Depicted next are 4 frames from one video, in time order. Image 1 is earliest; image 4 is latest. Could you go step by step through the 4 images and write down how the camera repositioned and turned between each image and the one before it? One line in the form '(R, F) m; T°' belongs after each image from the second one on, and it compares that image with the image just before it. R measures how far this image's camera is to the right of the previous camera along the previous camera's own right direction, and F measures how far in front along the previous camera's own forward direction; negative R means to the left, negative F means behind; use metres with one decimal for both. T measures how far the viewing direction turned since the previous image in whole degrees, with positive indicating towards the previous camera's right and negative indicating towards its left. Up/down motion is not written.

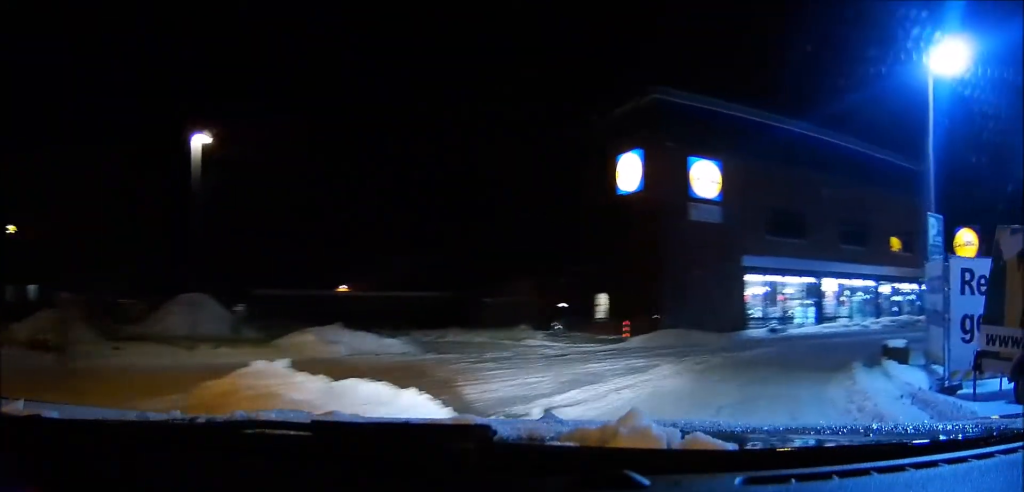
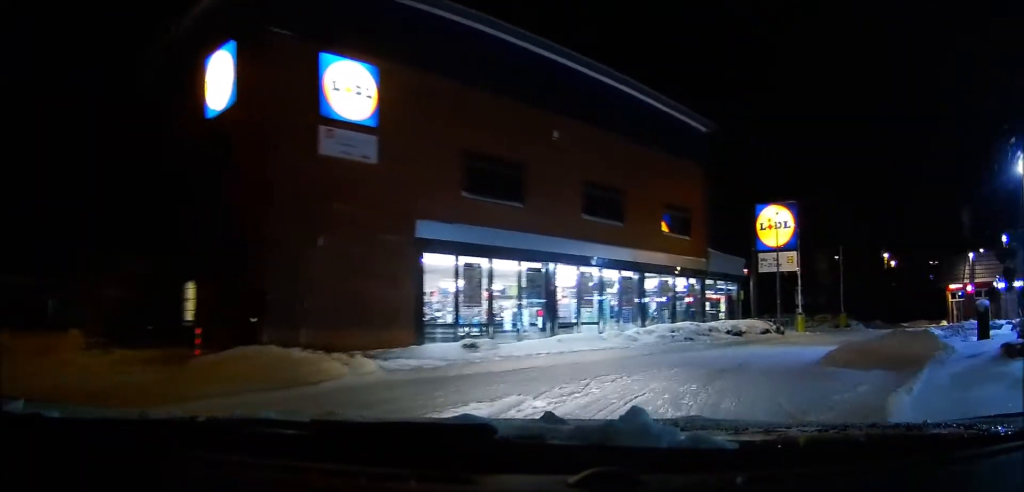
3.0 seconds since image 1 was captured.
(+3.7, +11.1) m; +34°
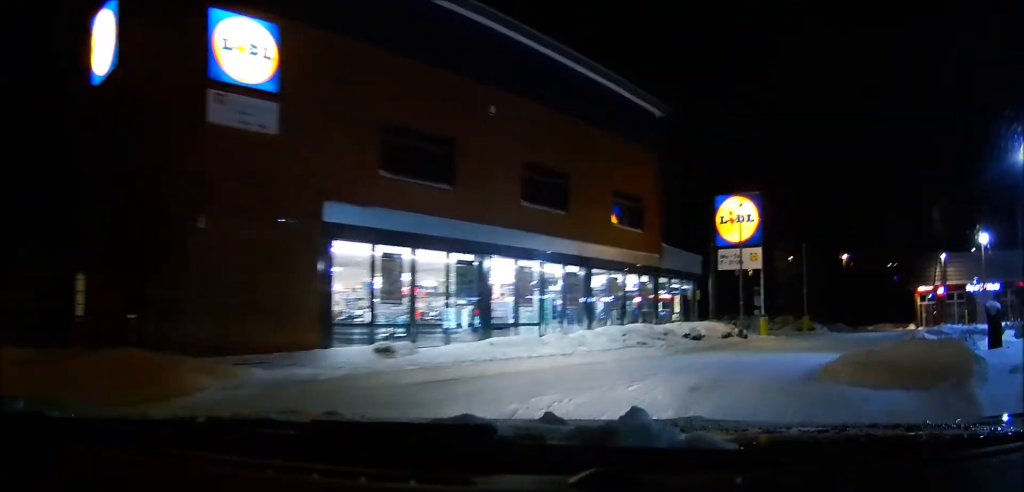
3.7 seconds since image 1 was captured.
(+0.1, +2.9) m; +4°
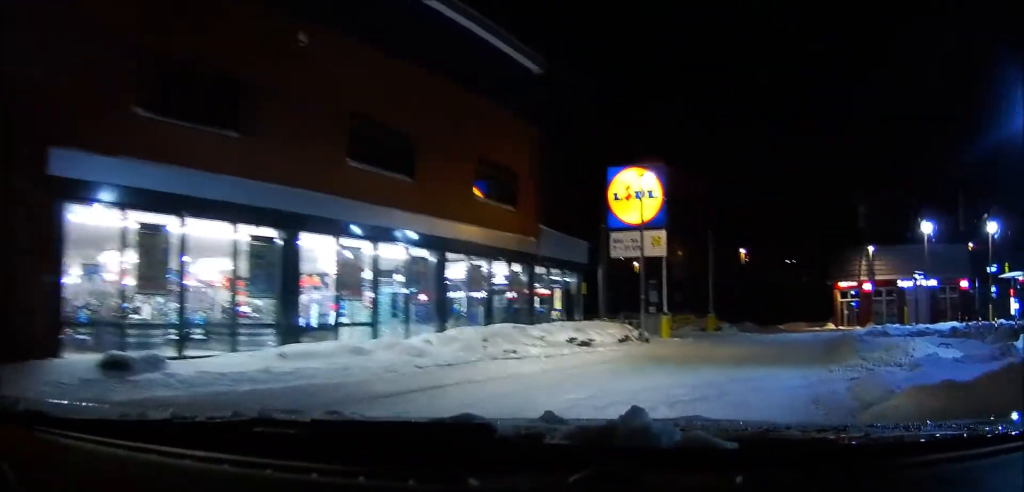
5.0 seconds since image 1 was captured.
(+0.5, +6.1) m; +9°
